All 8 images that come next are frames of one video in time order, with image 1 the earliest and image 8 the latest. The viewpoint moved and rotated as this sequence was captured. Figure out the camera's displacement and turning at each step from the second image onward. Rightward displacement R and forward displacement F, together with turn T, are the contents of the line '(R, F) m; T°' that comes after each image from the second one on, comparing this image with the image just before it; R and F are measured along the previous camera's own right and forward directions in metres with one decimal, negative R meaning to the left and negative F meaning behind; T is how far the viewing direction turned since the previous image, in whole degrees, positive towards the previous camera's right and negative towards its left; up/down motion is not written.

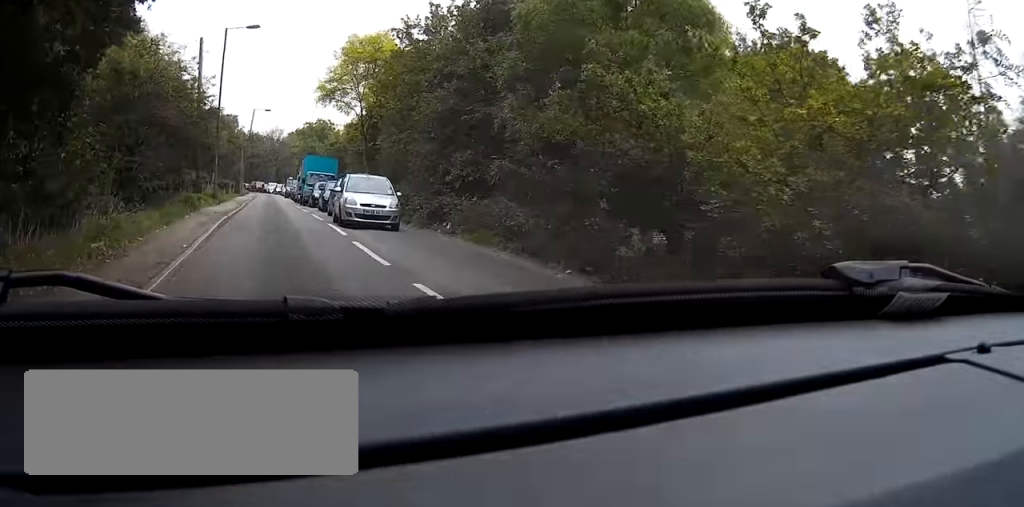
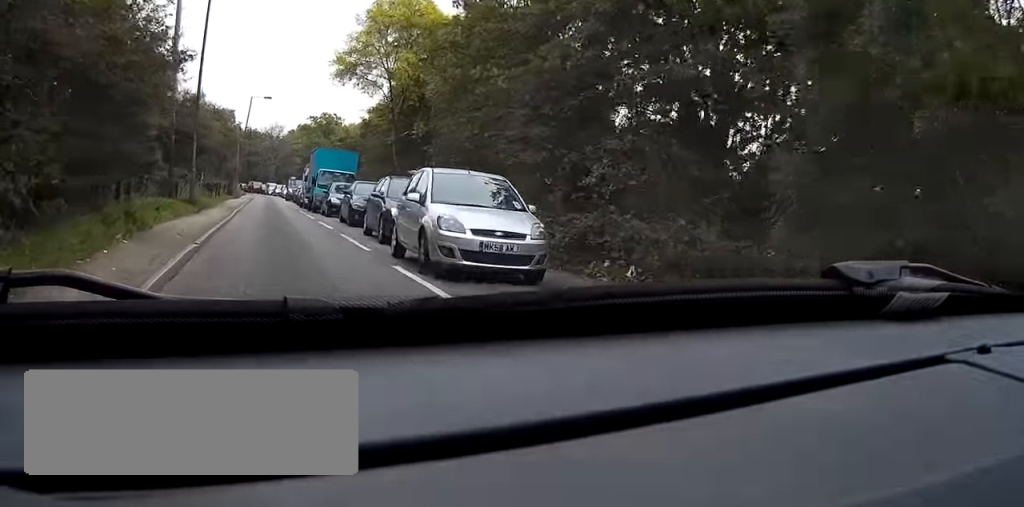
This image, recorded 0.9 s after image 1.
(0.0, +10.5) m; 0°
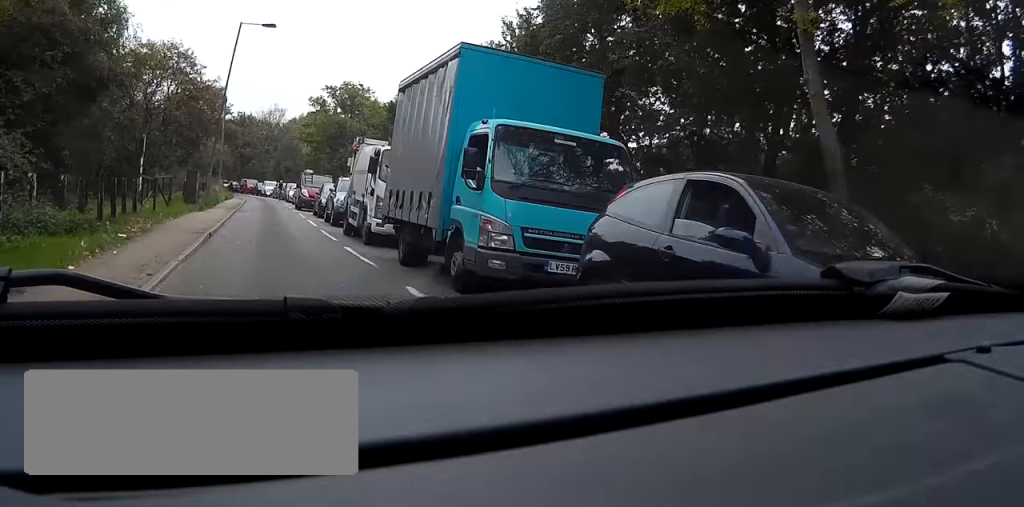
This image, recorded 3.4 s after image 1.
(0.0, +27.5) m; 0°
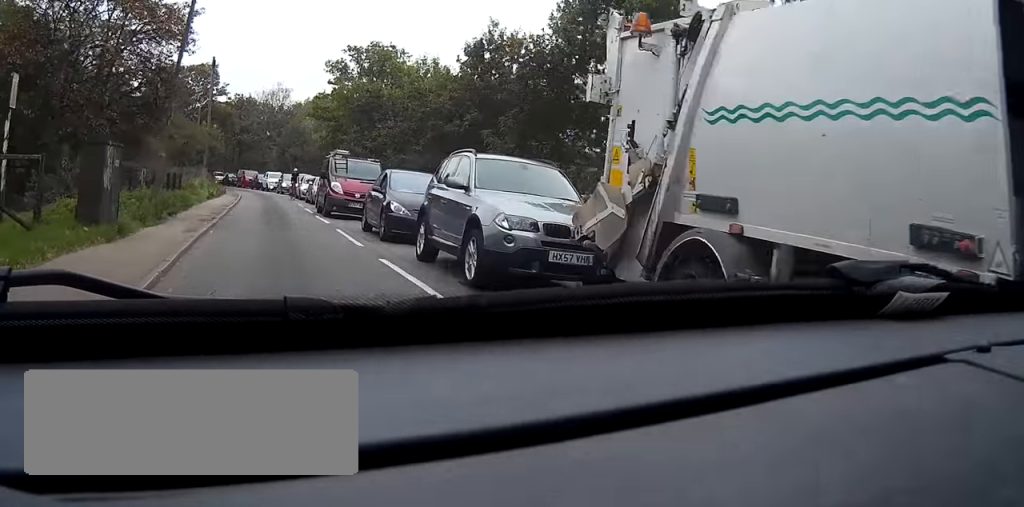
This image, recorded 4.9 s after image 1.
(0.0, +15.9) m; 0°
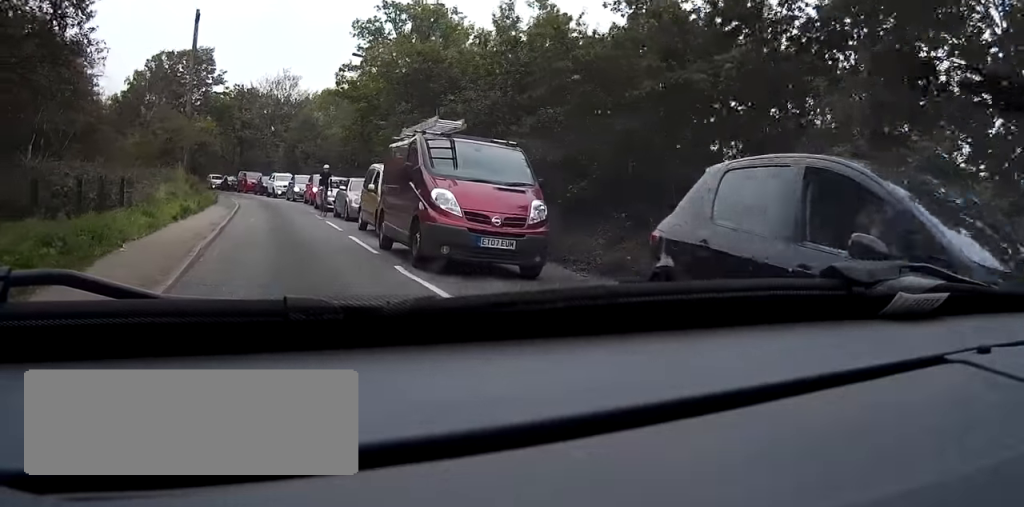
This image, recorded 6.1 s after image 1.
(0.0, +13.2) m; 0°
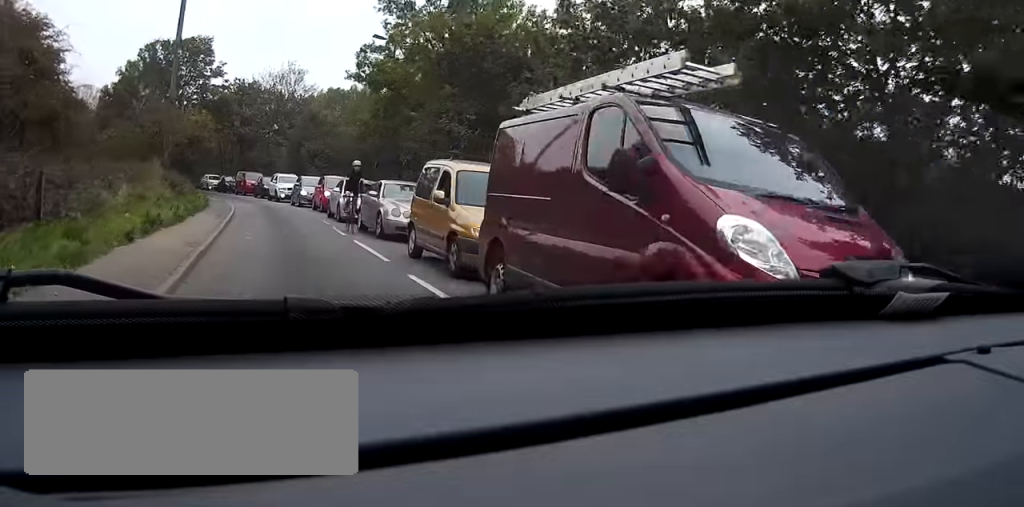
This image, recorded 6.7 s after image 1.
(0.0, +6.6) m; 0°
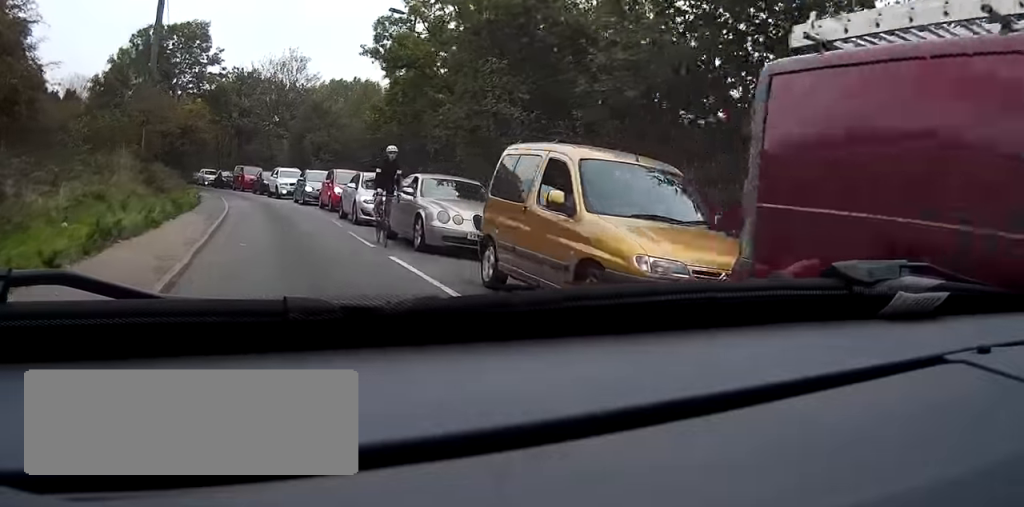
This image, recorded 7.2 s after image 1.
(-0.1, +4.4) m; 0°
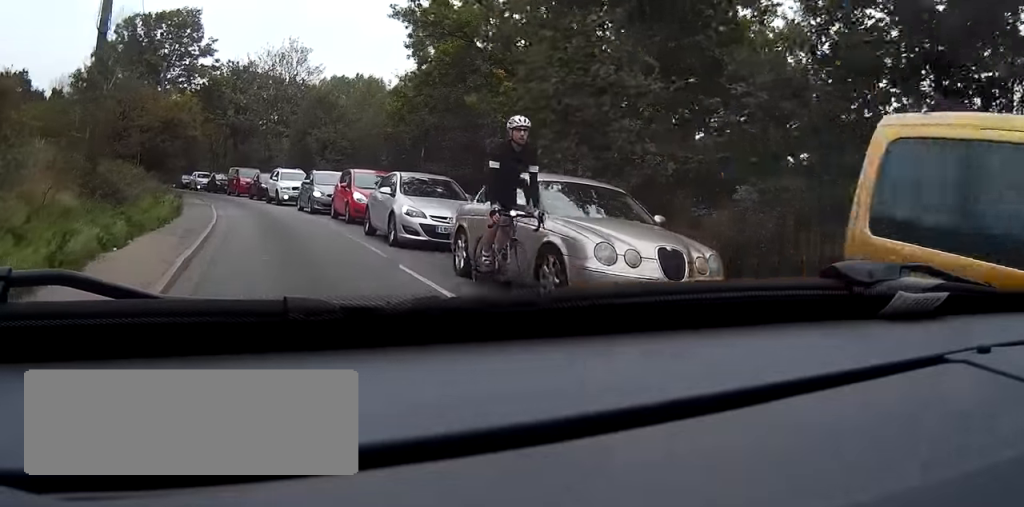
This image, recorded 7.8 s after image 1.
(0.0, +6.1) m; 0°
